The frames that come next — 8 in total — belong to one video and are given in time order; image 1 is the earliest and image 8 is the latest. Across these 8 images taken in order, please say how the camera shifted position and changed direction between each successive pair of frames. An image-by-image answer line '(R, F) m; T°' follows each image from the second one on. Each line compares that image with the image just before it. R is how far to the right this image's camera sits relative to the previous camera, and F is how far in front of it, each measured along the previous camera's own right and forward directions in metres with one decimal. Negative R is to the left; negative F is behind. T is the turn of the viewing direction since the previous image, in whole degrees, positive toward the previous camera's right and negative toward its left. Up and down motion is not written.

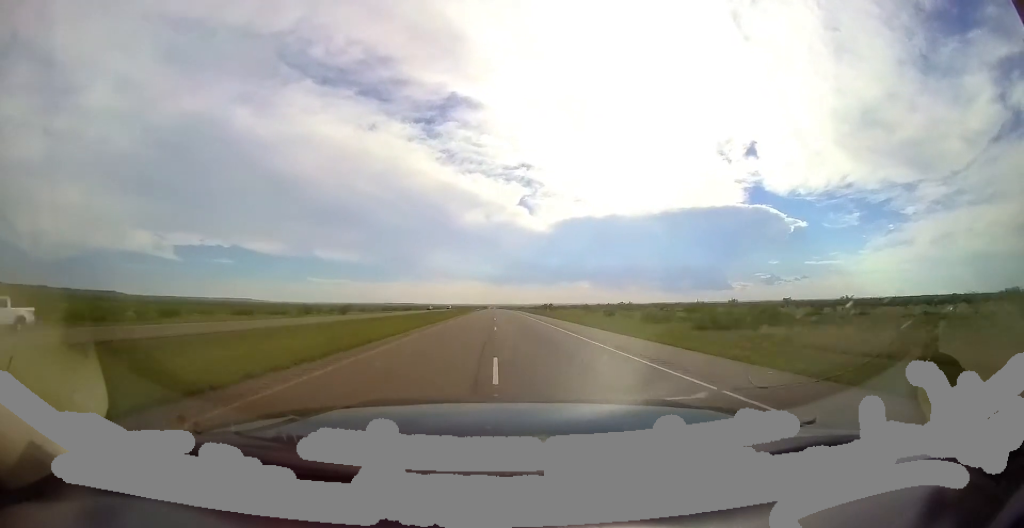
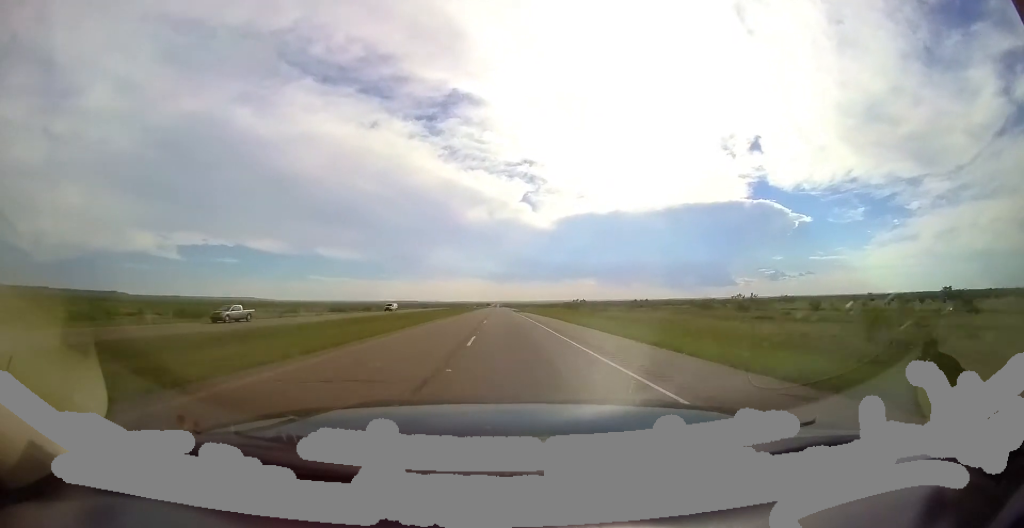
(-0.2, +55.7) m; 0°
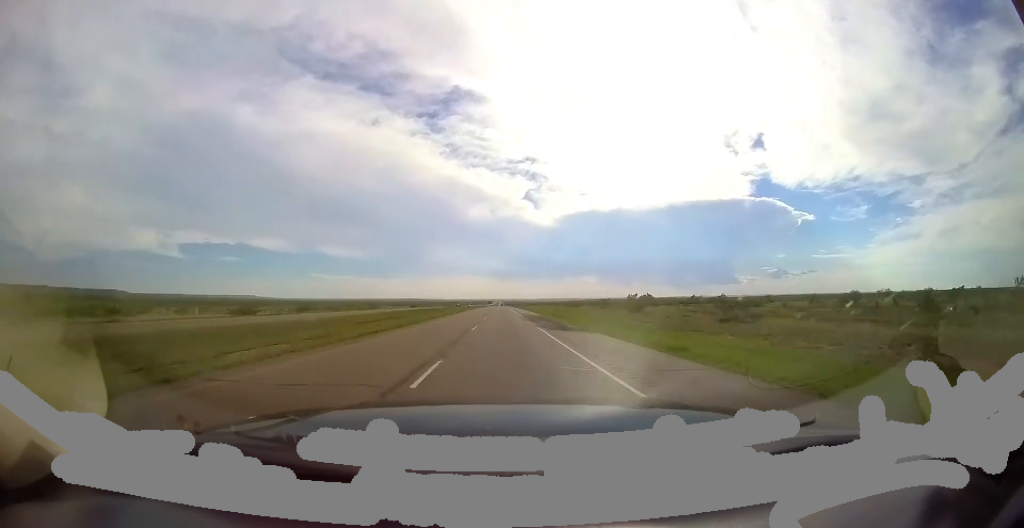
(+0.1, +42.3) m; -1°
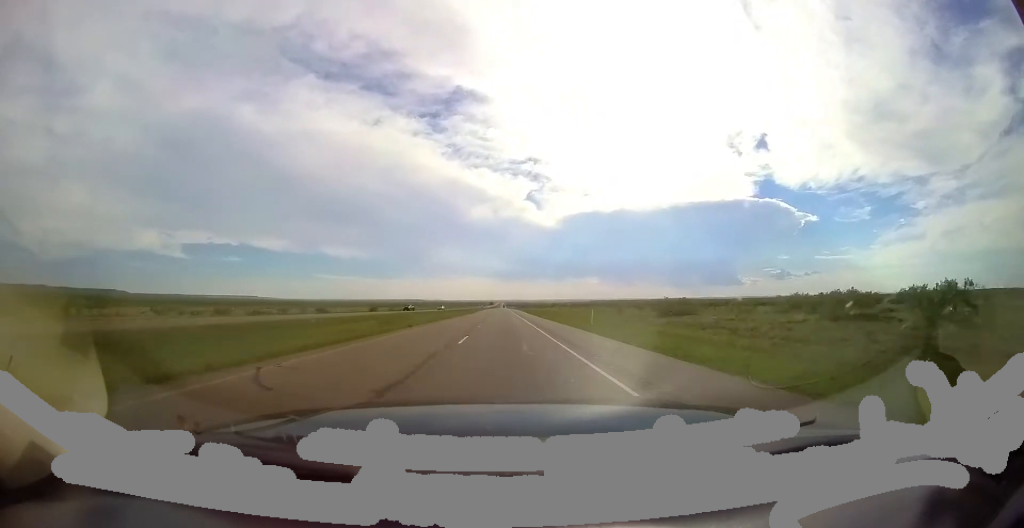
(-0.9, +66.5) m; 0°
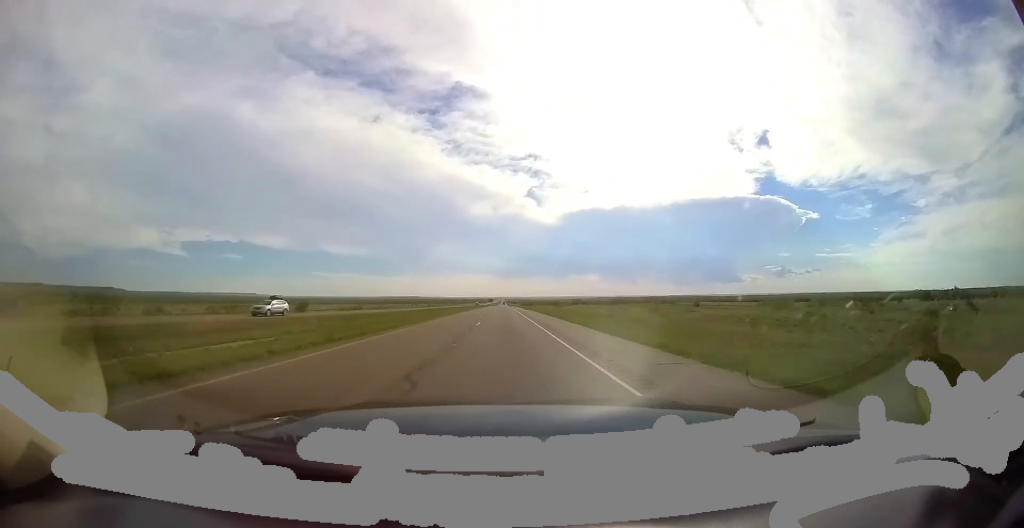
(0.0, +53.0) m; 0°
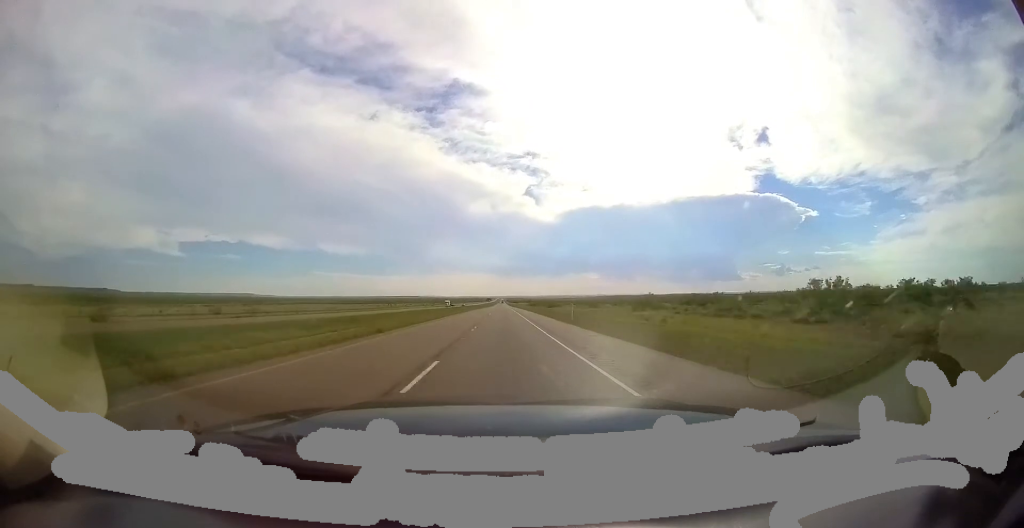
(+0.3, +100.2) m; 0°
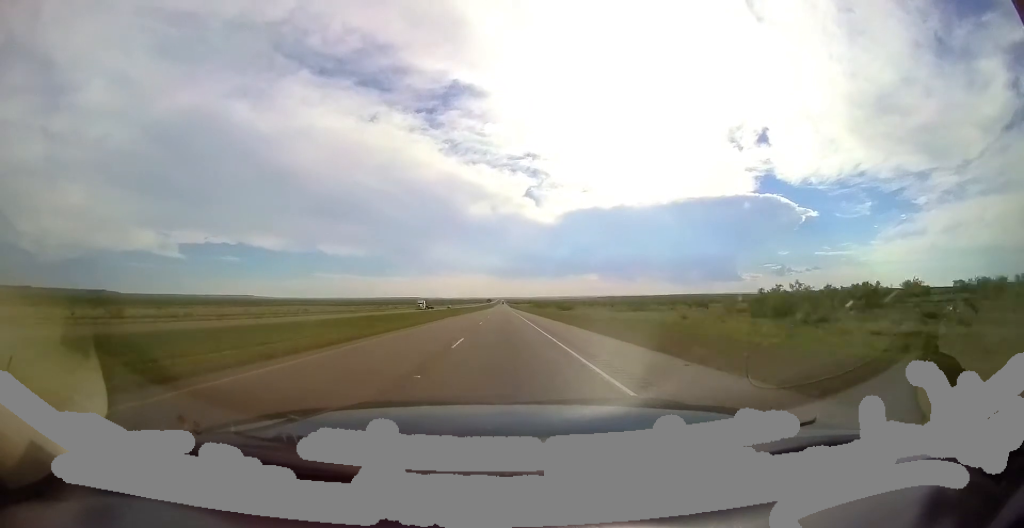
(-0.1, +31.9) m; 0°
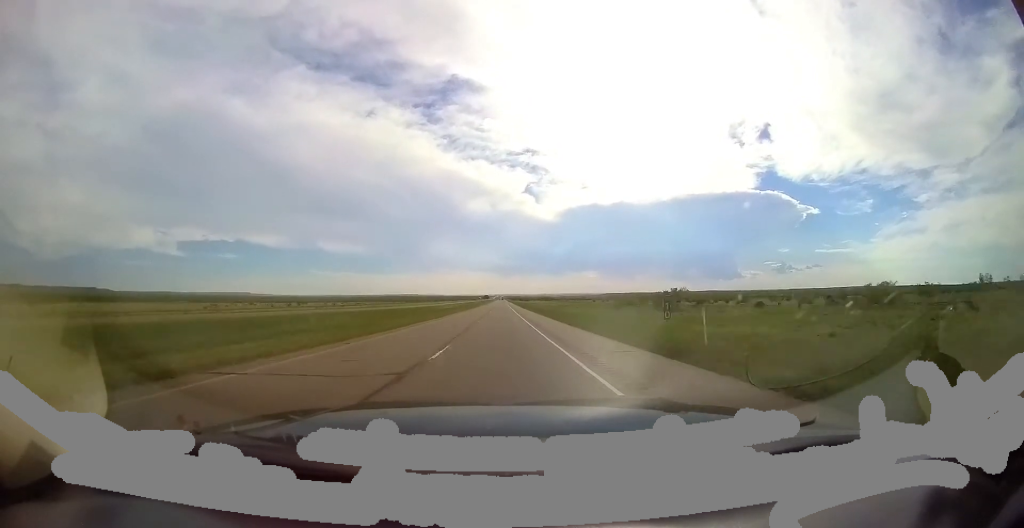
(+1.7, +147.6) m; +1°
